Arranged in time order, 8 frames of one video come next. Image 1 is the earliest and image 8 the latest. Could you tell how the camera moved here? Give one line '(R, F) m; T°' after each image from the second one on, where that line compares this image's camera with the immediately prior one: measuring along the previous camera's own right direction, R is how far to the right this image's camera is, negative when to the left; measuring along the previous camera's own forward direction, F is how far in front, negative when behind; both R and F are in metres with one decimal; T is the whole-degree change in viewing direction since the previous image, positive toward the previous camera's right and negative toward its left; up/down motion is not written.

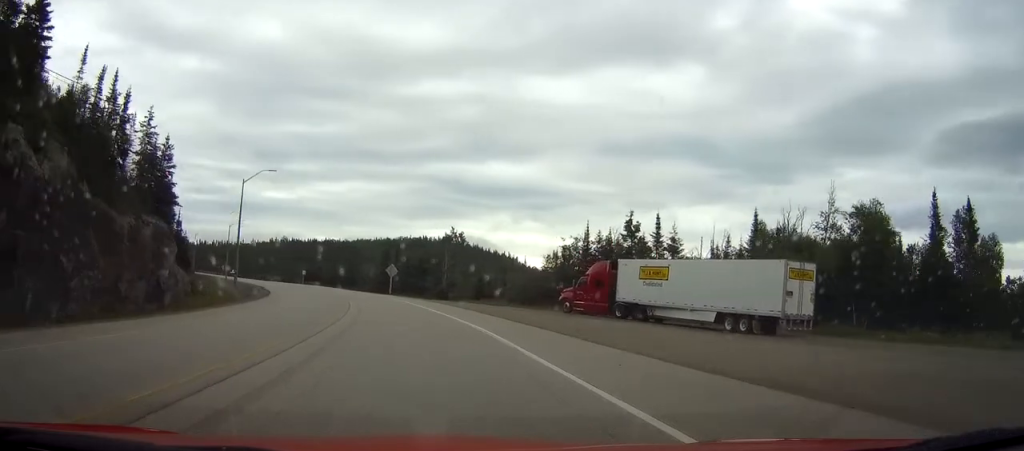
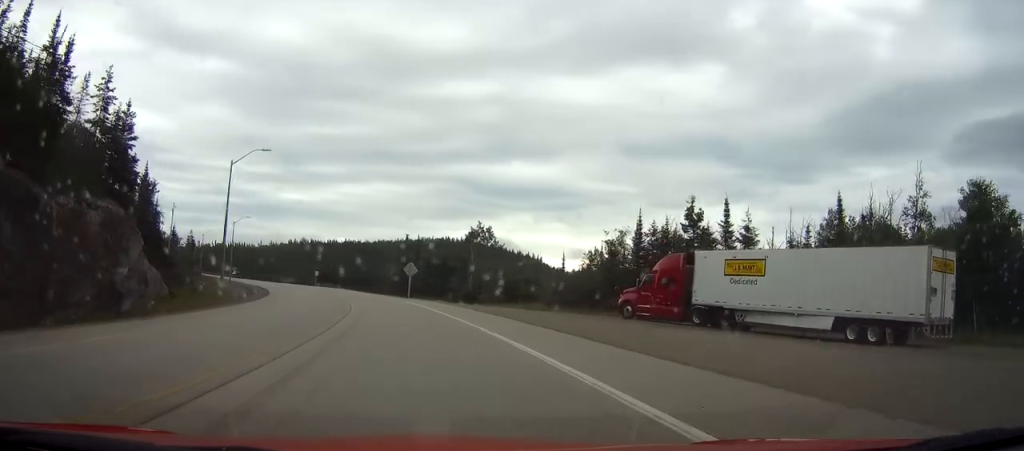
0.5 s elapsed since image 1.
(0.0, +10.5) m; -2°
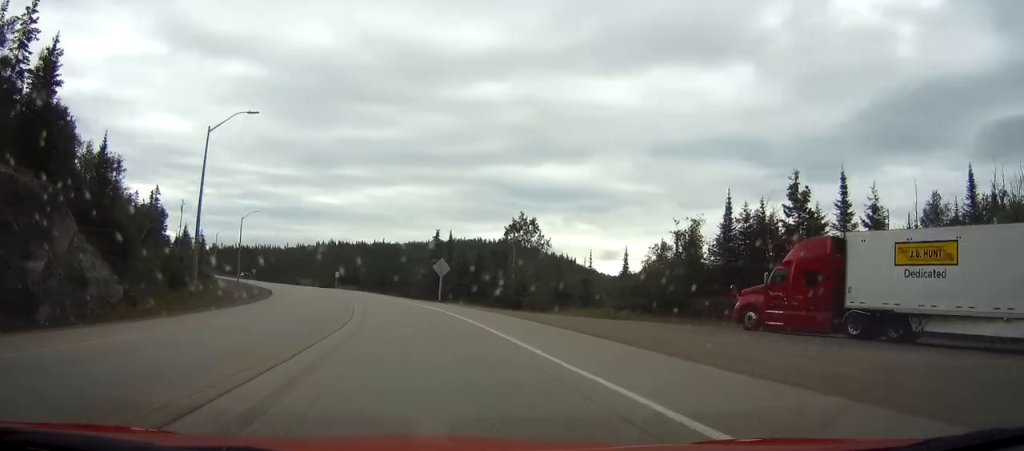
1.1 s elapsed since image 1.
(-0.4, +12.5) m; -3°
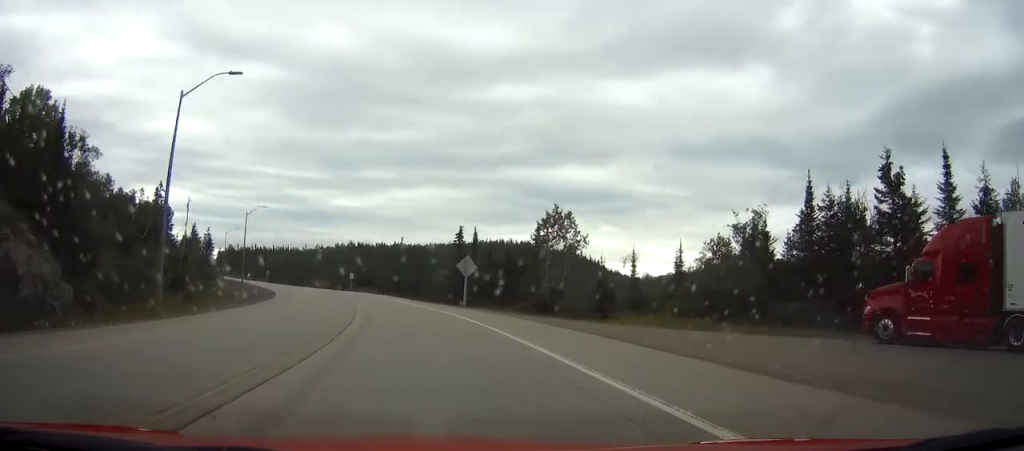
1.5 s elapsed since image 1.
(-0.1, +8.3) m; -2°
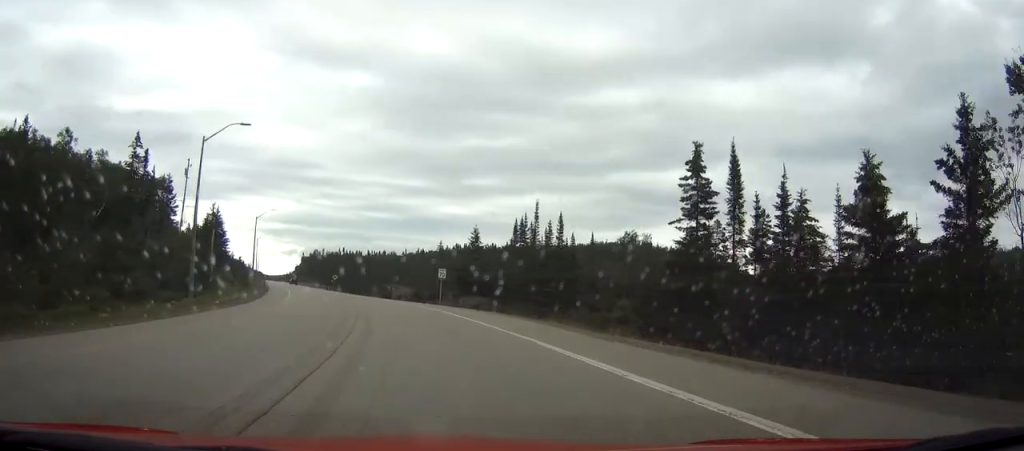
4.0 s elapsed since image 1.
(-4.4, +51.8) m; -11°
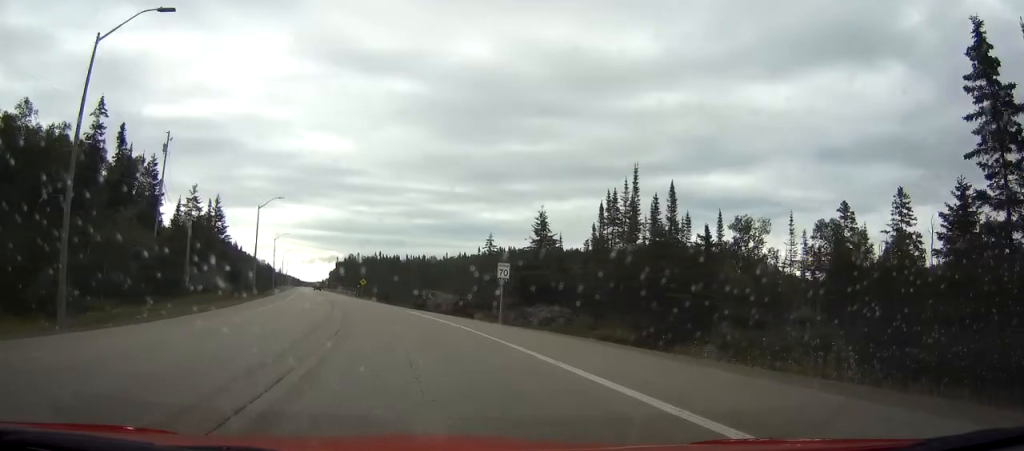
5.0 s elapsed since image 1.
(-0.9, +20.2) m; -6°
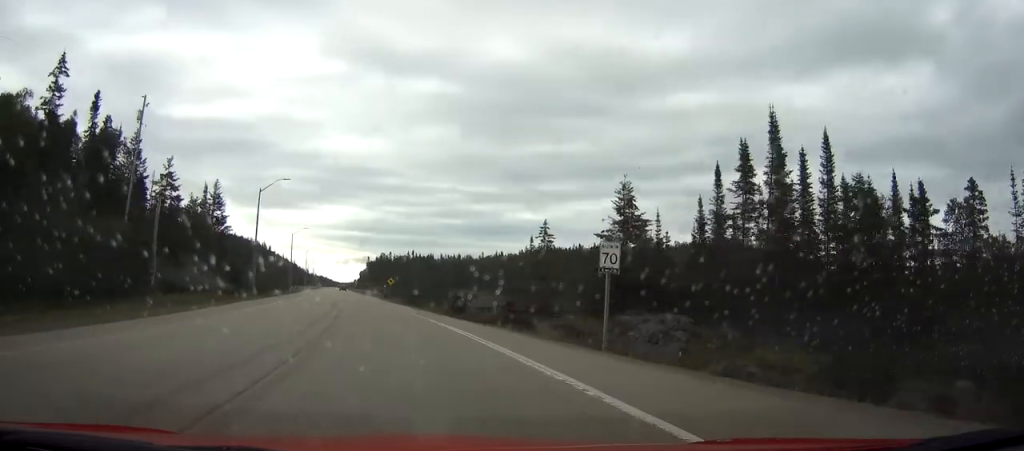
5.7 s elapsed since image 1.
(-0.9, +14.8) m; -4°
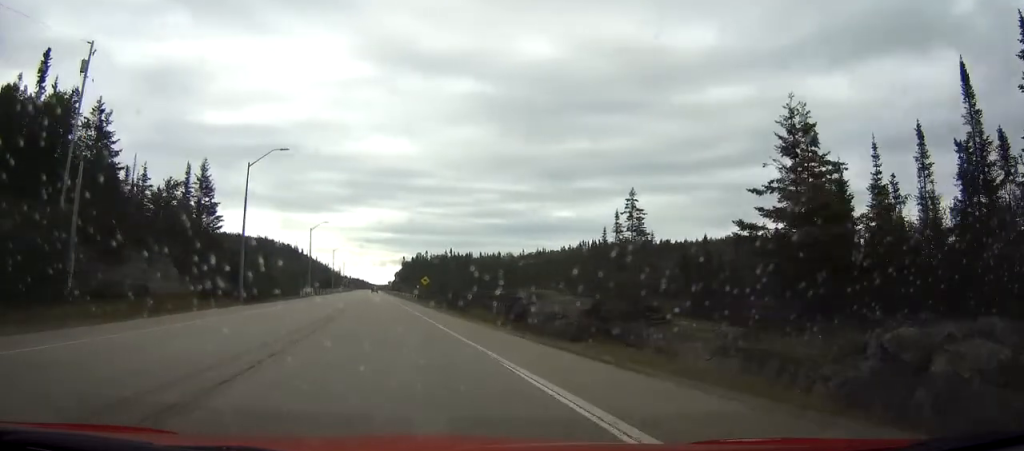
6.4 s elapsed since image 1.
(0.0, +16.3) m; 0°
